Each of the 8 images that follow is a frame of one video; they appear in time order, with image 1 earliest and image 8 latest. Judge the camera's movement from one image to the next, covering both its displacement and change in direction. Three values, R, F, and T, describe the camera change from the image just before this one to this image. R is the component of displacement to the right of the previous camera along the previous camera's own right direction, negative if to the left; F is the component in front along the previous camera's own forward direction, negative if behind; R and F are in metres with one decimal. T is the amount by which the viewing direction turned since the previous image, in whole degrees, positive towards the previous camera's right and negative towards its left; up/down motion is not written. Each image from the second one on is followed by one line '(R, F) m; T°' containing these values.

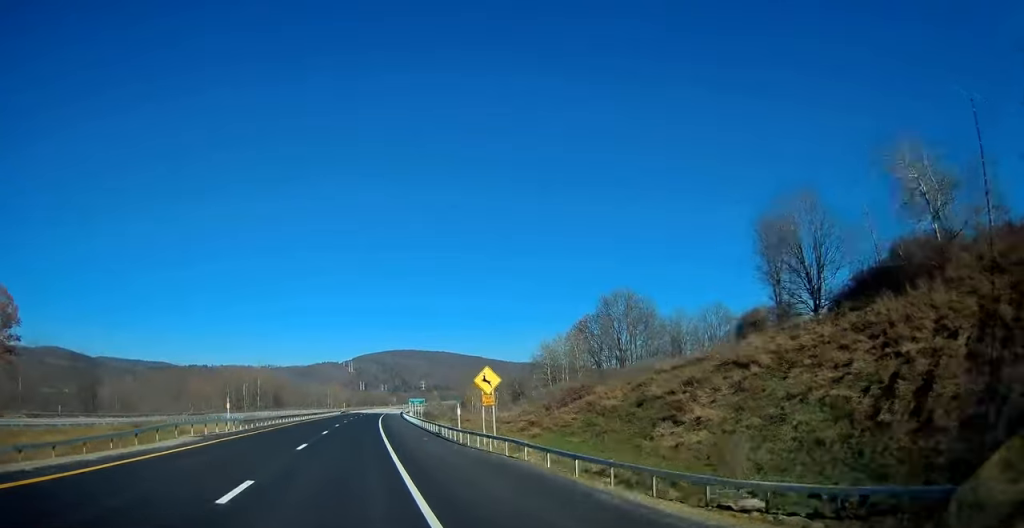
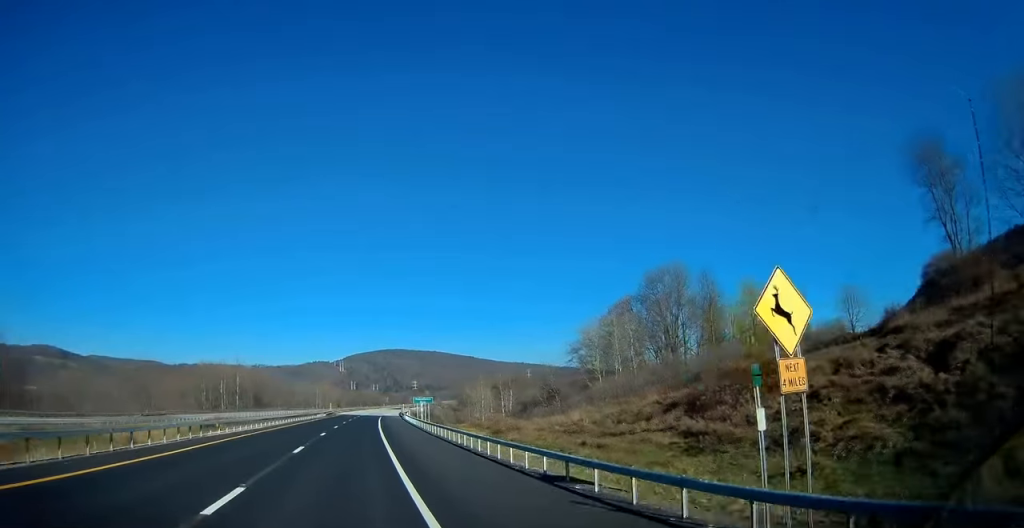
(+0.2, +25.5) m; +1°
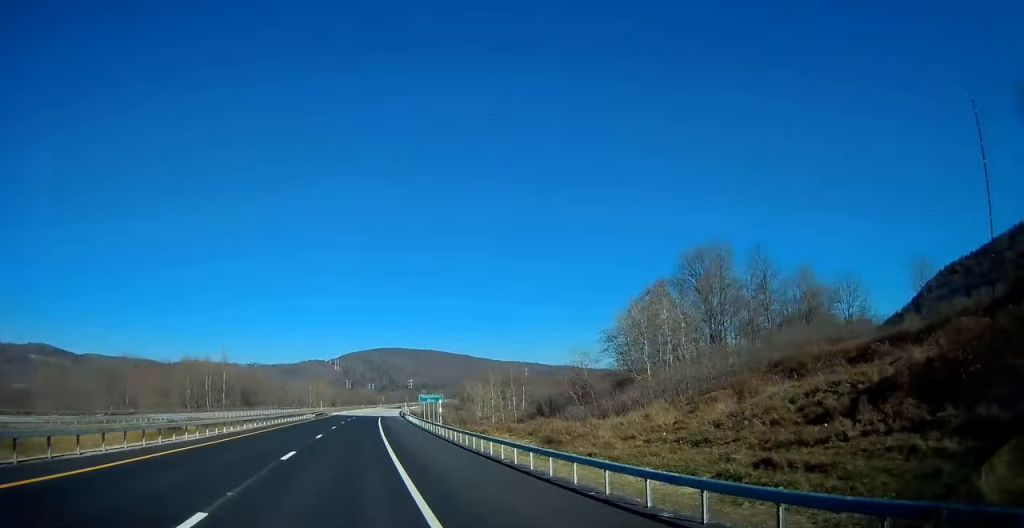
(+0.1, +15.3) m; +1°
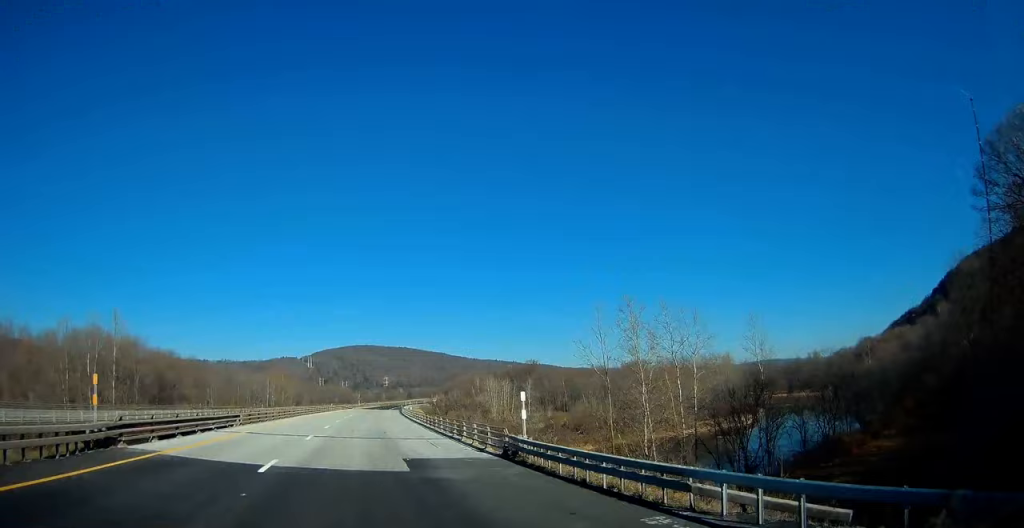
(+1.4, +77.5) m; +2°
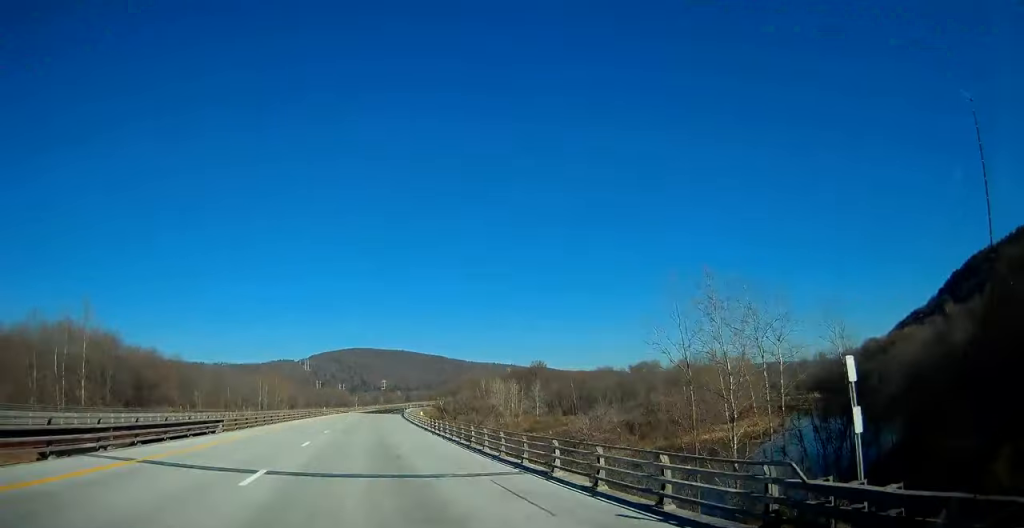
(+0.1, +14.3) m; +1°
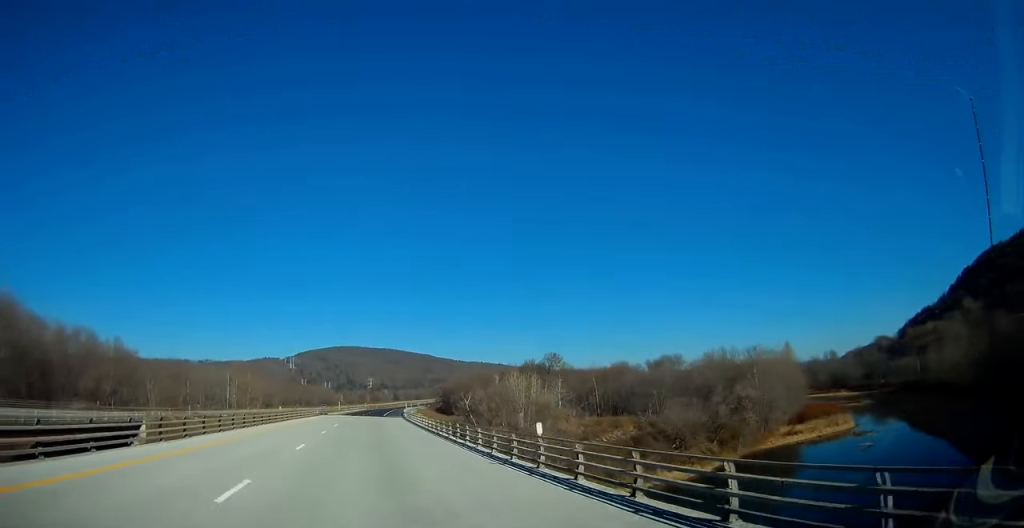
(+0.5, +38.6) m; +2°
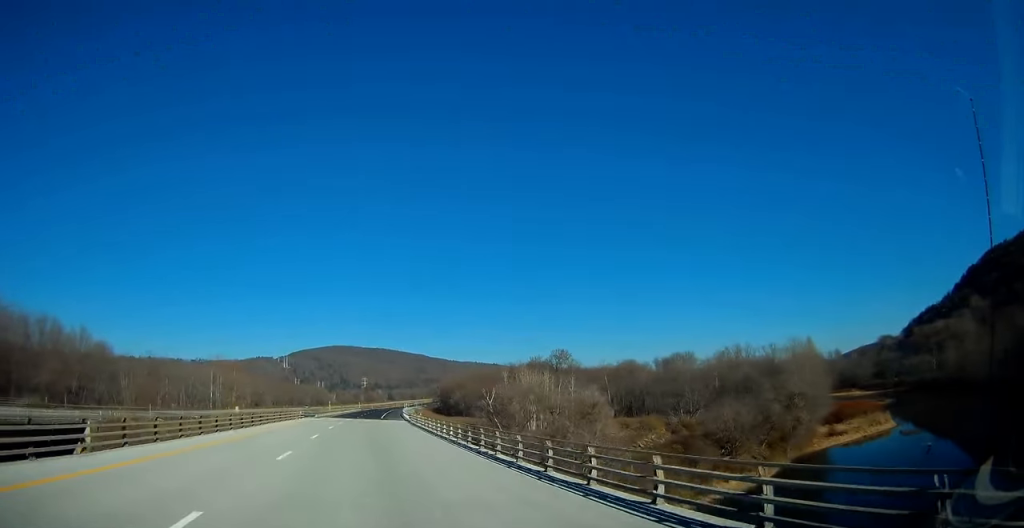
(+0.1, +16.3) m; 0°
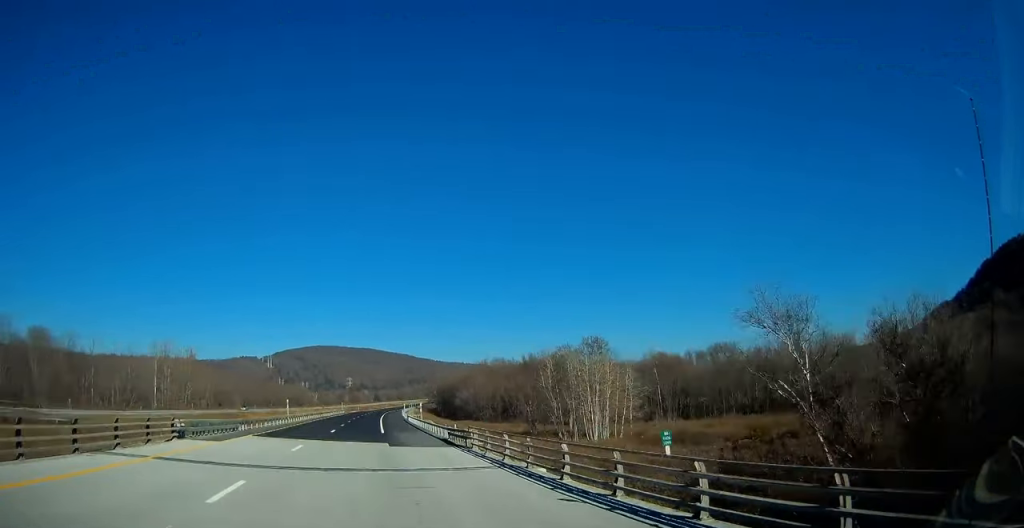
(+0.3, +45.0) m; +1°
